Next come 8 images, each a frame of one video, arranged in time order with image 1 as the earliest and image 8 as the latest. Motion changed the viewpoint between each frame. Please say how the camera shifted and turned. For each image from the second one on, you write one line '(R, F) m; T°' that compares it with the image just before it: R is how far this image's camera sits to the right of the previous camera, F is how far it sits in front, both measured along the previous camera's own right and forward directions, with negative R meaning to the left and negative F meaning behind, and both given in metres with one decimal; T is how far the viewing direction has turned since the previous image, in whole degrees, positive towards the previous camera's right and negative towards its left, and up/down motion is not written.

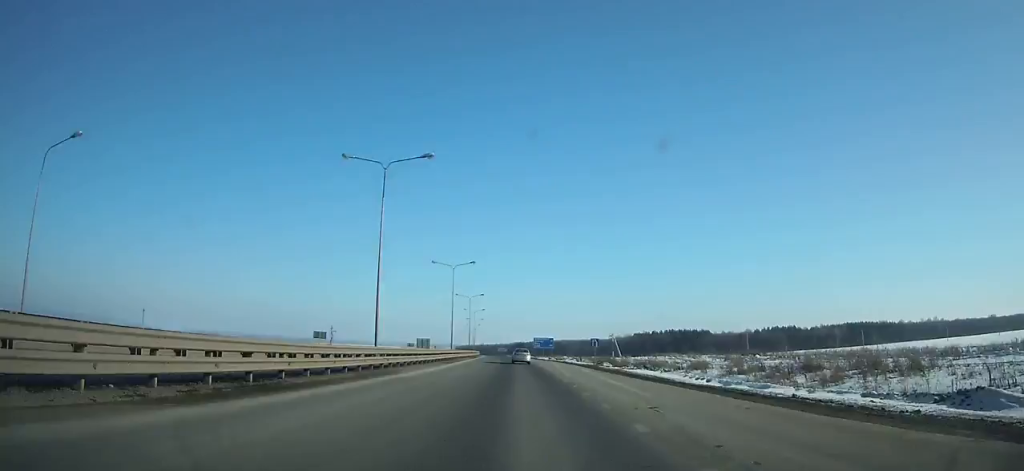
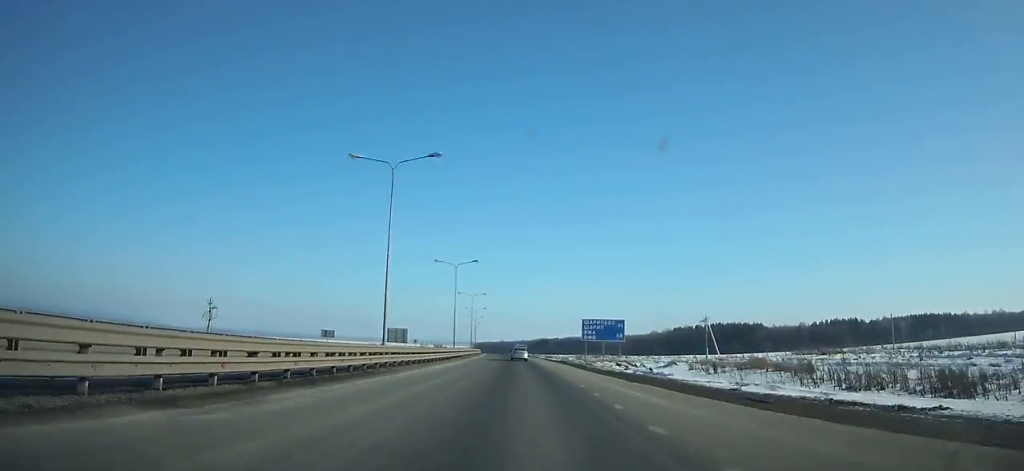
(-1.2, +79.4) m; -2°
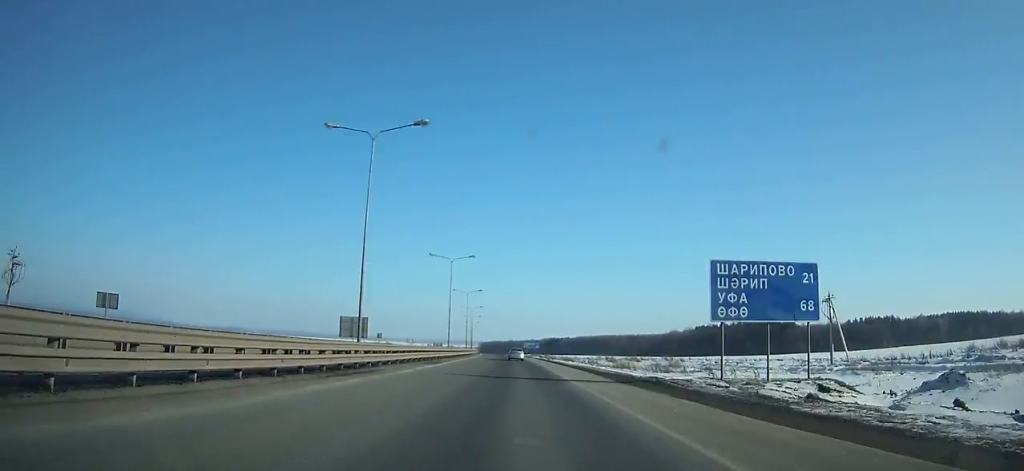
(-0.5, +44.3) m; -1°
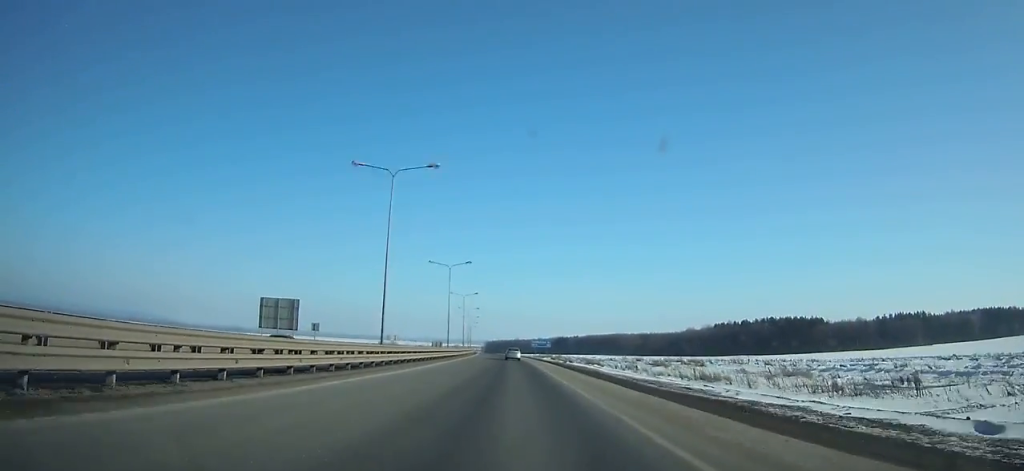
(-0.1, +34.2) m; -1°
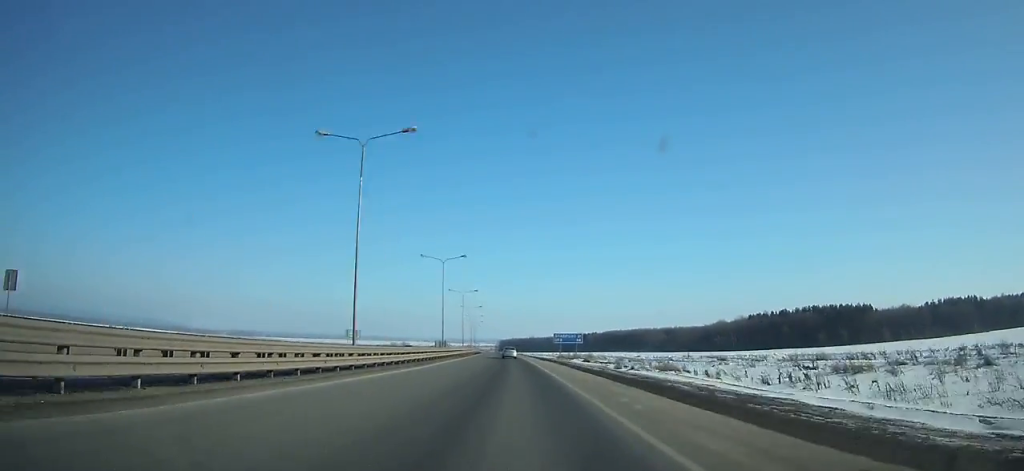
(-0.7, +45.1) m; -1°
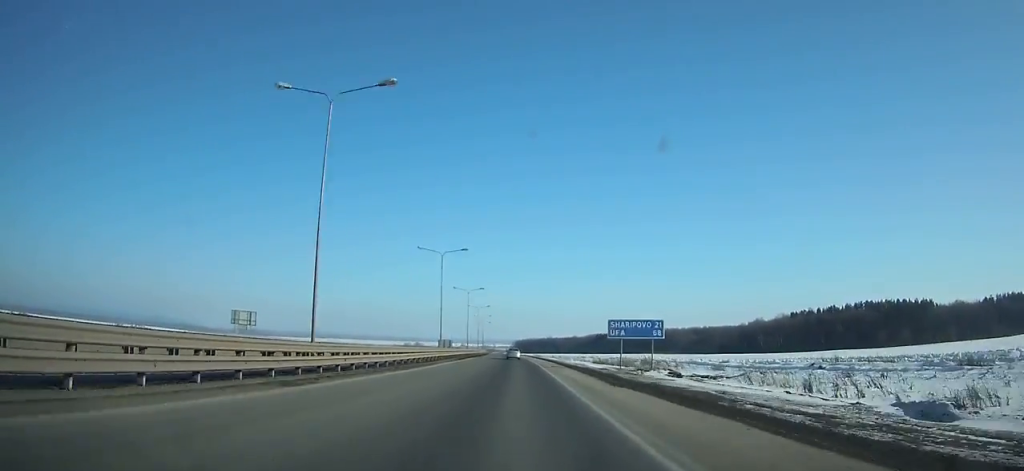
(-0.4, +45.3) m; -1°
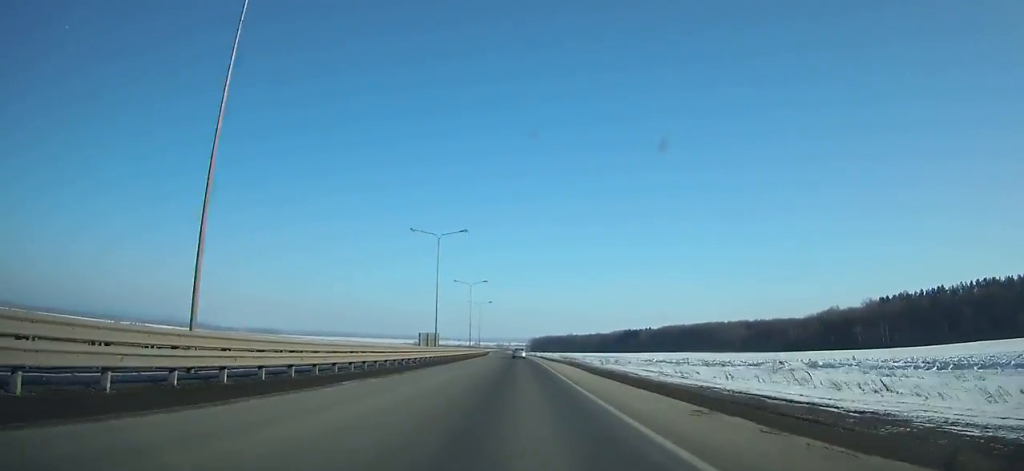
(-1.5, +88.8) m; -2°
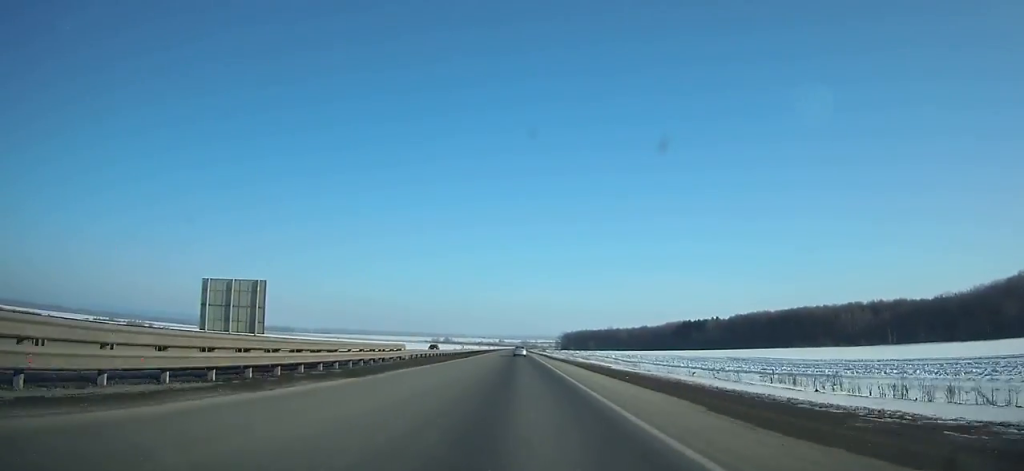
(-3.1, +135.8) m; -2°
